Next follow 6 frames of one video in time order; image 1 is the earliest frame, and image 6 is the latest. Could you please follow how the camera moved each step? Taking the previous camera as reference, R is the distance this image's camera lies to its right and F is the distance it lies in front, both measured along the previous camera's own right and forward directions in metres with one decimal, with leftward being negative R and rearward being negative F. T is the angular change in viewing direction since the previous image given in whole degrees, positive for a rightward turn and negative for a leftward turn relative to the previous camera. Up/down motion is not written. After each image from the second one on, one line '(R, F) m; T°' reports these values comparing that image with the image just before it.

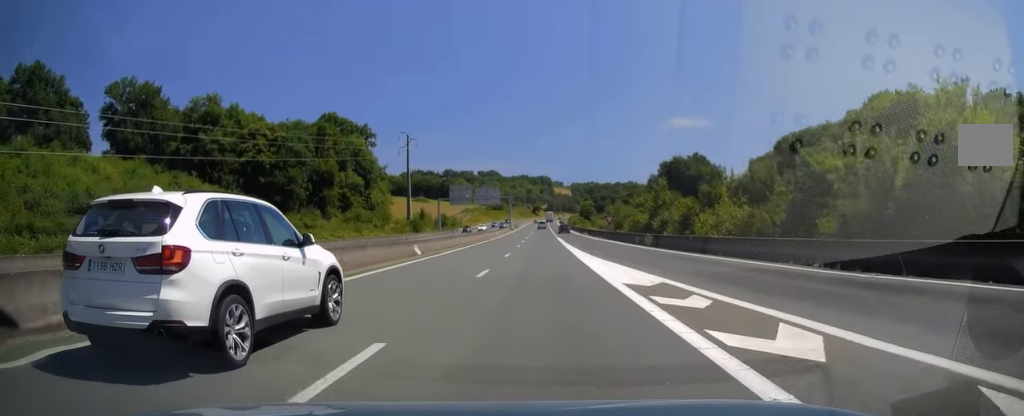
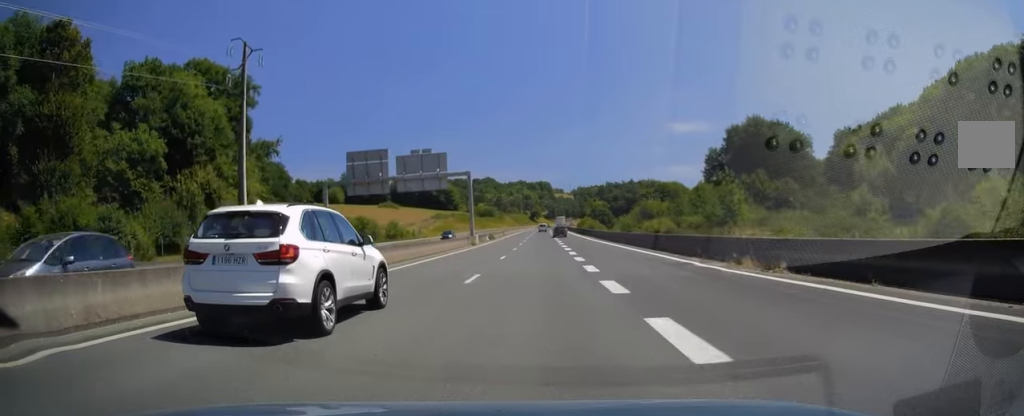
(-0.4, +69.4) m; 0°
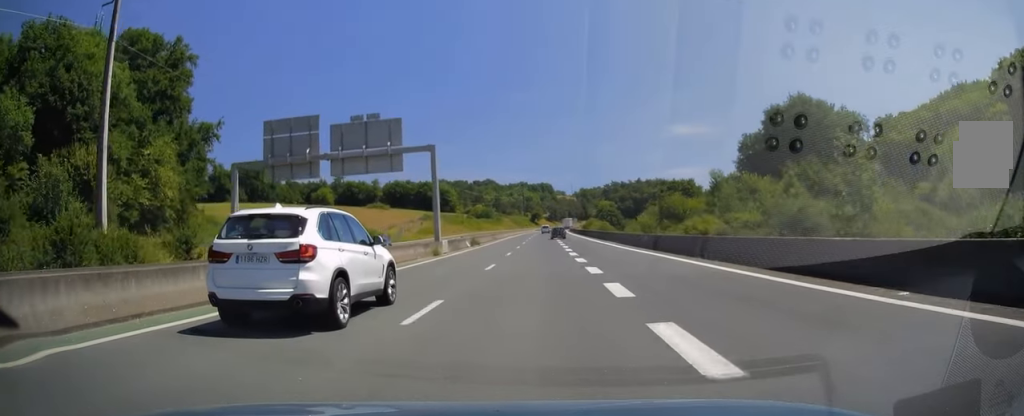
(-0.2, +20.3) m; -1°
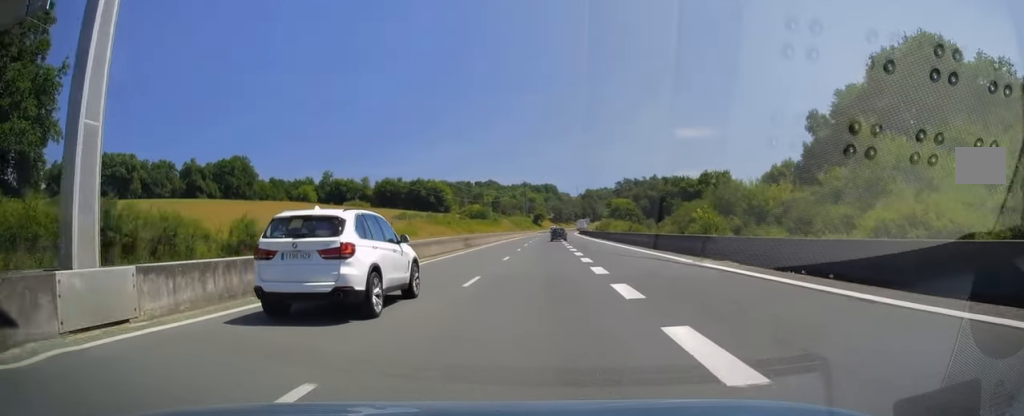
(-0.3, +33.1) m; 0°
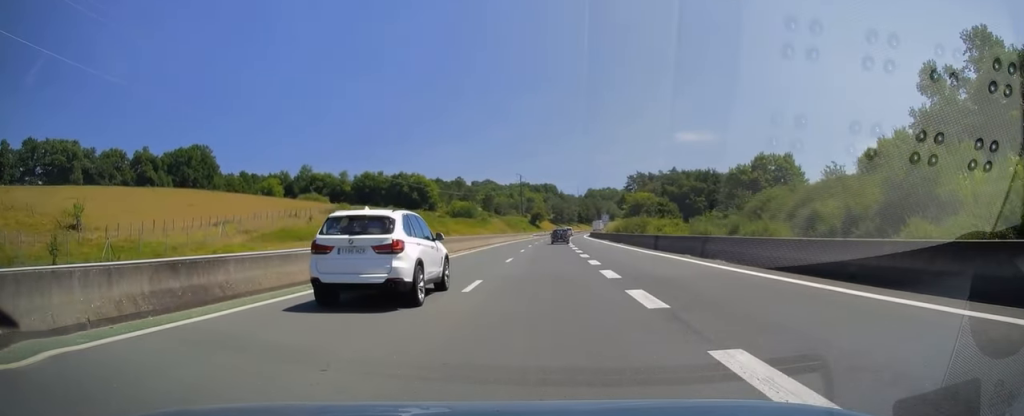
(+0.5, +40.7) m; 0°
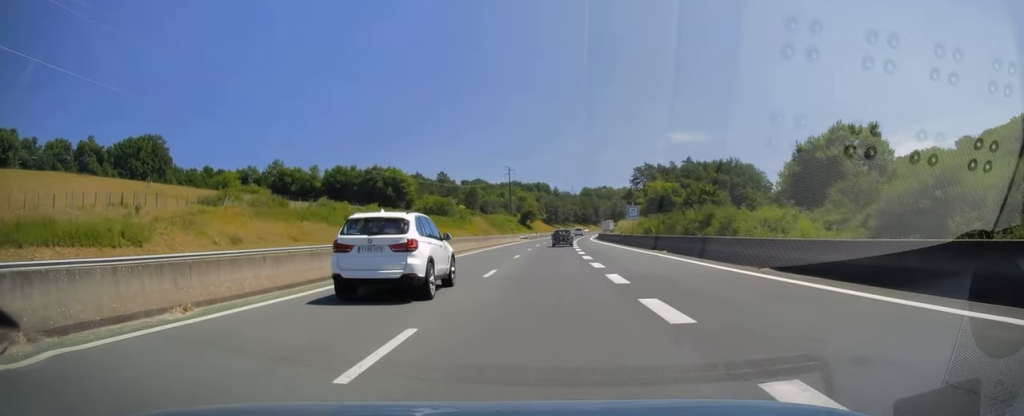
(-0.4, +34.3) m; 0°
